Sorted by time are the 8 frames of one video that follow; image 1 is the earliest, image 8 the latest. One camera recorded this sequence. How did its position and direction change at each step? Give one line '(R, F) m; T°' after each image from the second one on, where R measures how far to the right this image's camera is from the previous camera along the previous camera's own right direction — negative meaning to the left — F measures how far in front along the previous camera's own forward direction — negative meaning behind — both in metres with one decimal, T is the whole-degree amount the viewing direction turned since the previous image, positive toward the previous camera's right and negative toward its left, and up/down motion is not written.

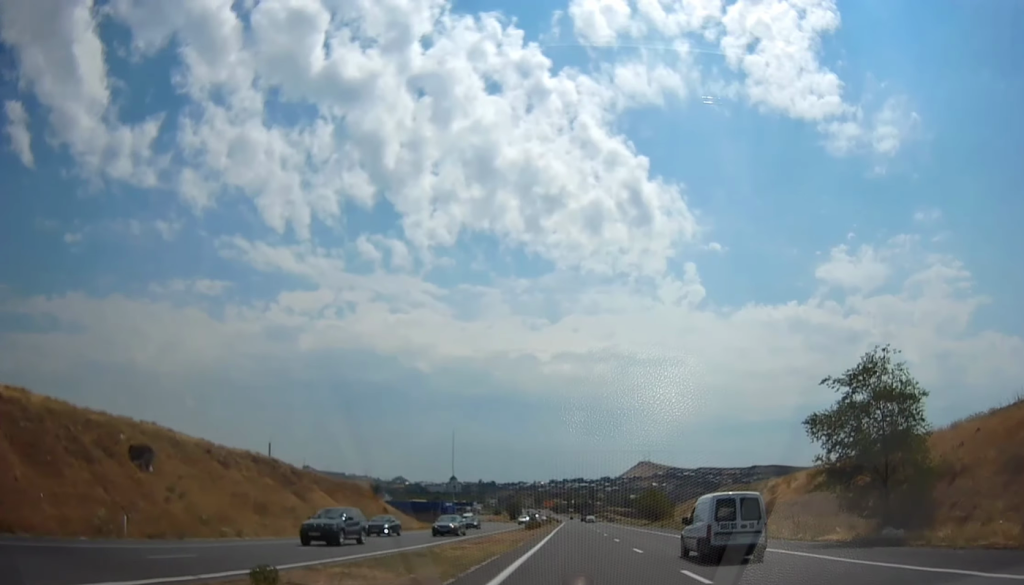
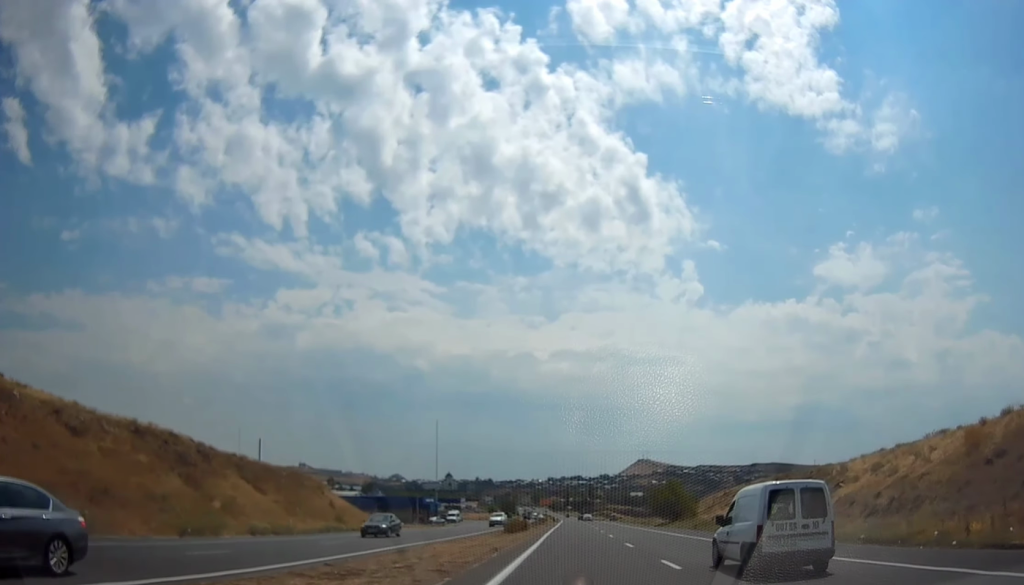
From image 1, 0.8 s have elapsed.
(+0.2, +19.0) m; 0°
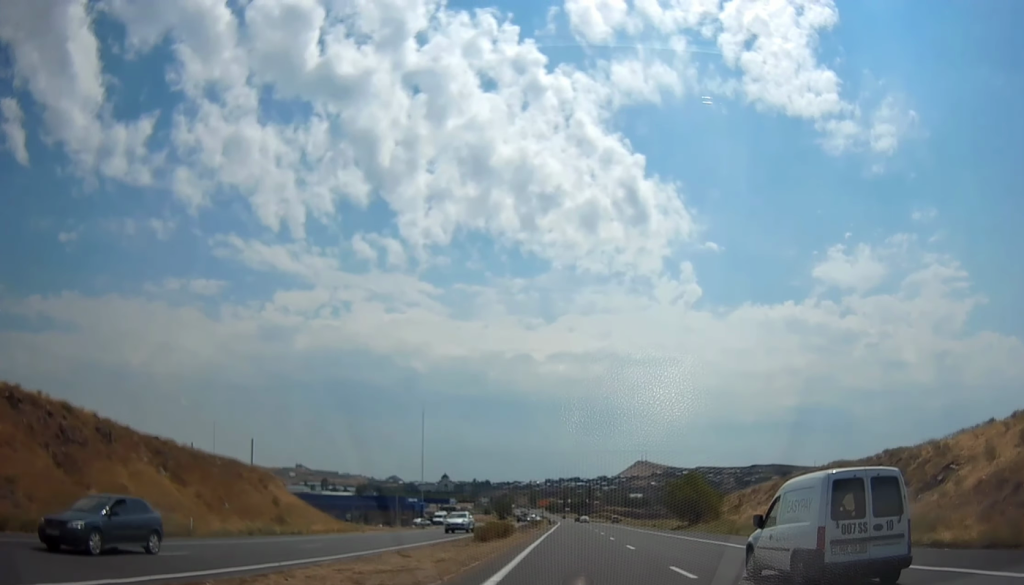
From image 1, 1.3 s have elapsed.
(0.0, +13.1) m; 0°
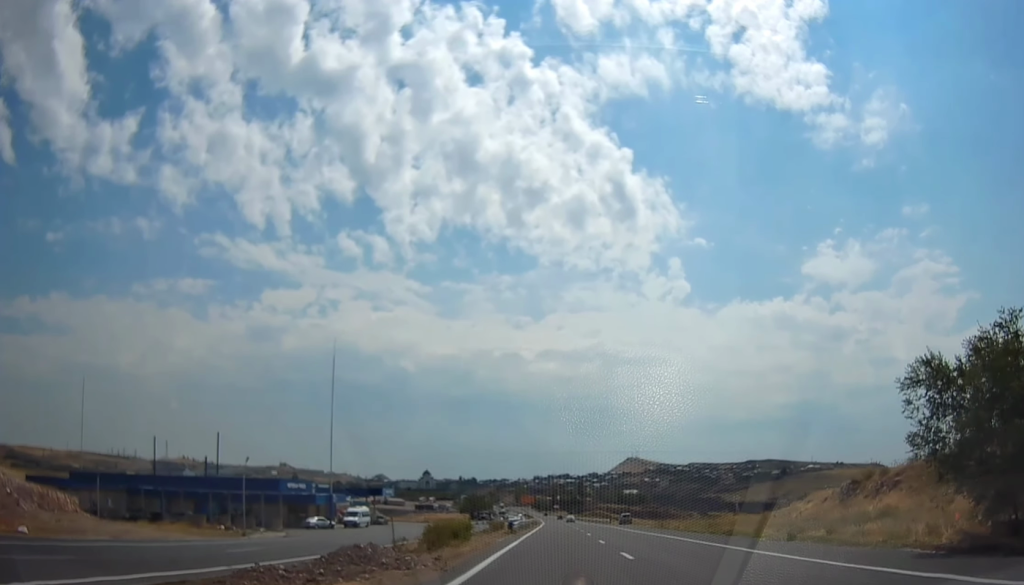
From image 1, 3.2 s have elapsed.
(-0.2, +50.0) m; 0°
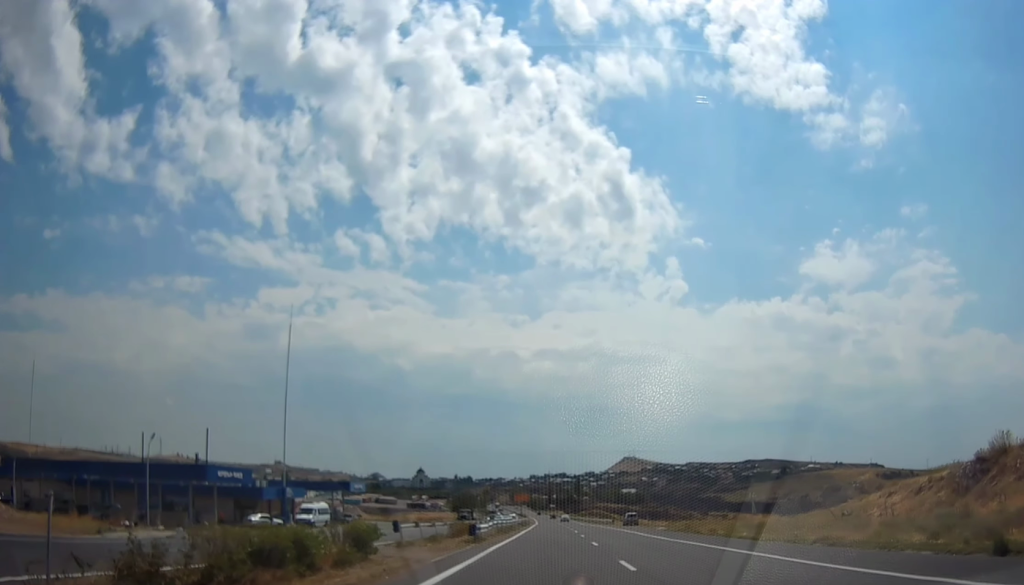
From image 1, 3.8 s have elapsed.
(-0.2, +14.9) m; 0°
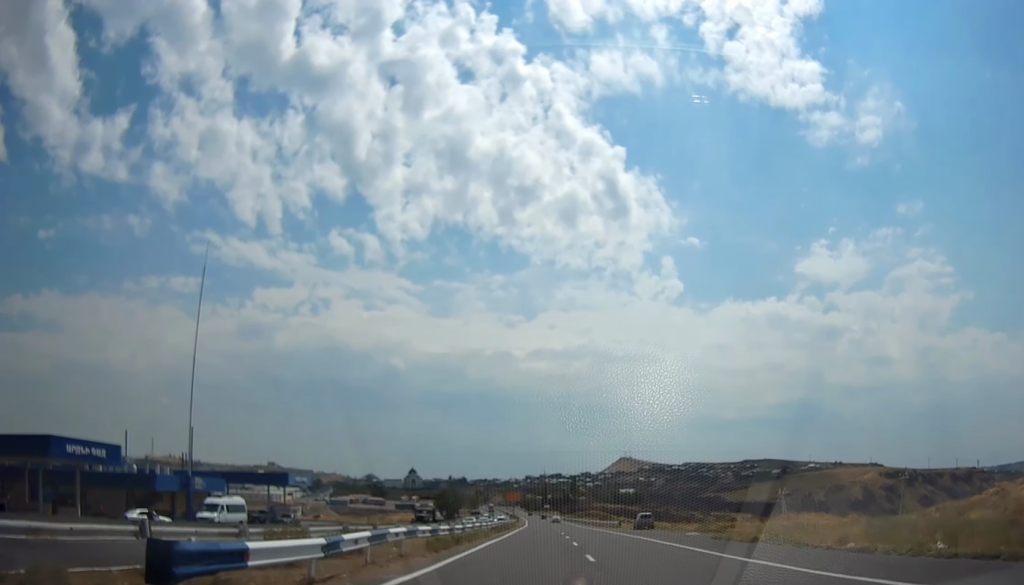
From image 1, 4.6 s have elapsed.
(+0.5, +20.4) m; +2°
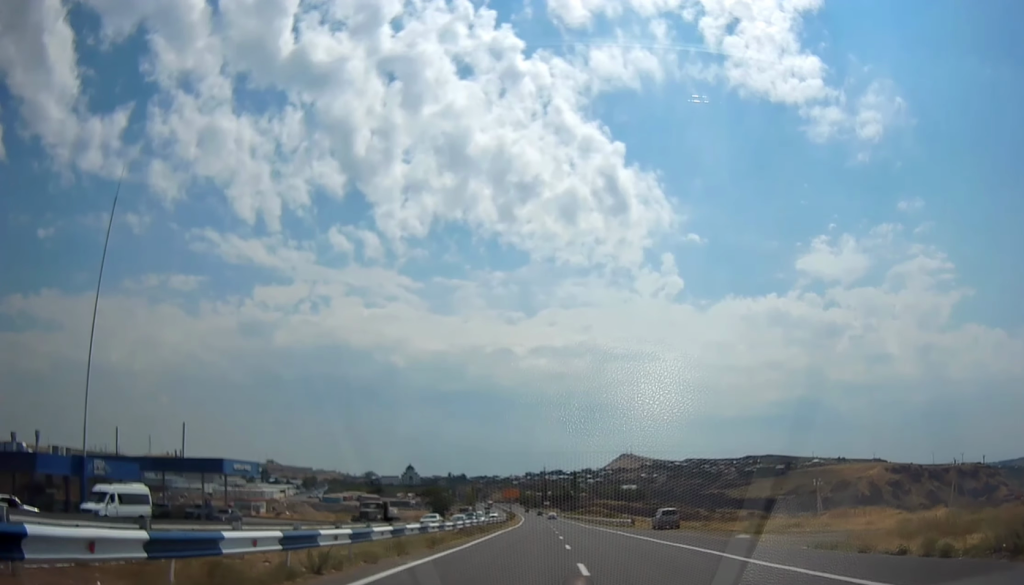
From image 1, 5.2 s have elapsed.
(+0.2, +15.2) m; 0°
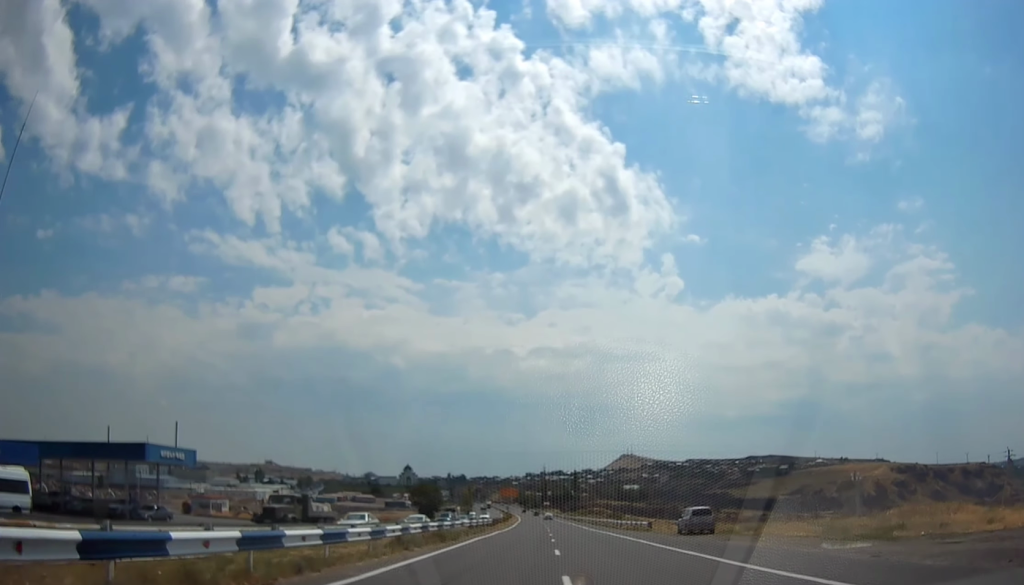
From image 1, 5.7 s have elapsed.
(+0.1, +12.7) m; 0°
